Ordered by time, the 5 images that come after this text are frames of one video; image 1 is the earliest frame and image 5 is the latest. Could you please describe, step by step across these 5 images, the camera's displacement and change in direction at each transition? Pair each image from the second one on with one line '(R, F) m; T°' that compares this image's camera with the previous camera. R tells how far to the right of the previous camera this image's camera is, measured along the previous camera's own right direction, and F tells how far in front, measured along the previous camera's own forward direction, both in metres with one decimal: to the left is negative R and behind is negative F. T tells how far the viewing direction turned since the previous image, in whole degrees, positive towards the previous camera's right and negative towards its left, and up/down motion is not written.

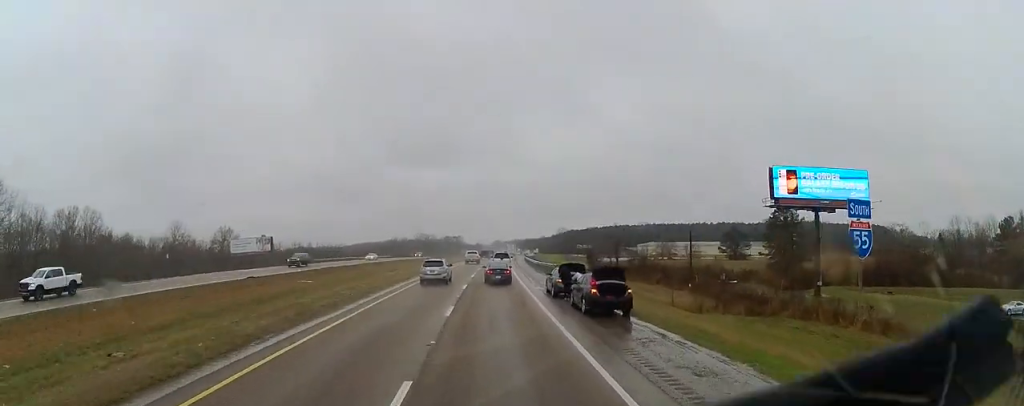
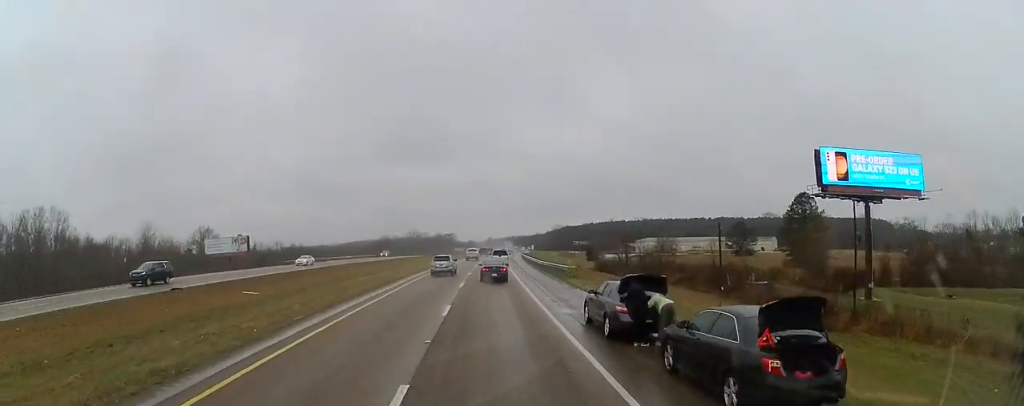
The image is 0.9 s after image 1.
(-0.2, +12.2) m; -2°
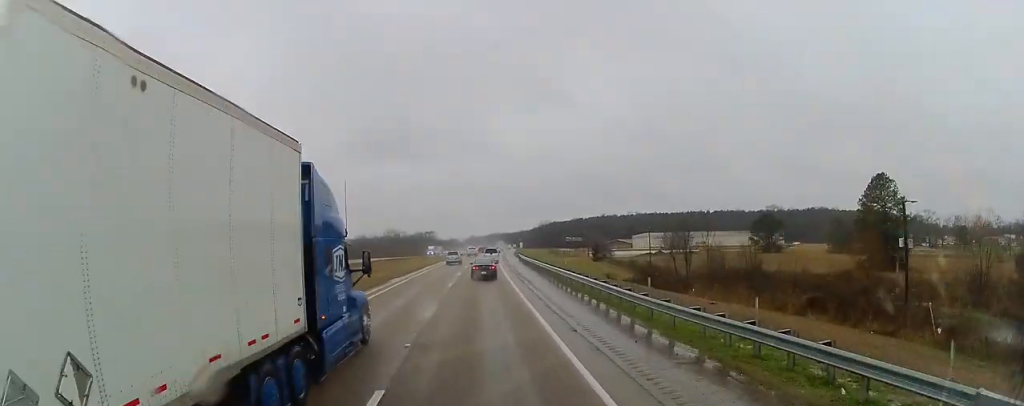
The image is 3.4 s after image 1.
(+1.0, +36.4) m; +2°
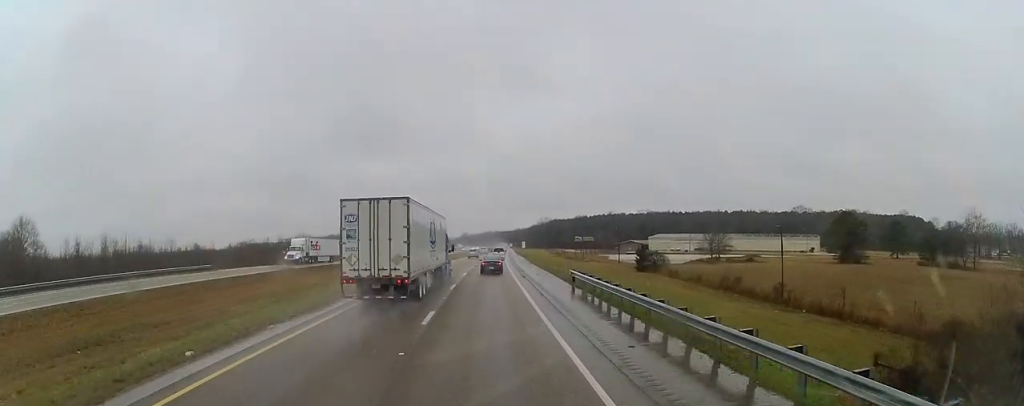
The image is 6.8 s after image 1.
(-1.7, +50.3) m; -1°
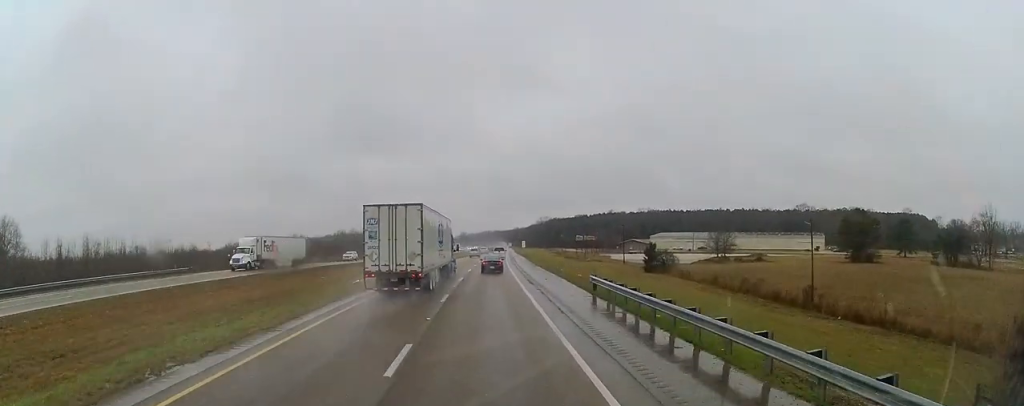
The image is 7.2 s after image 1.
(-0.4, +6.2) m; +1°
